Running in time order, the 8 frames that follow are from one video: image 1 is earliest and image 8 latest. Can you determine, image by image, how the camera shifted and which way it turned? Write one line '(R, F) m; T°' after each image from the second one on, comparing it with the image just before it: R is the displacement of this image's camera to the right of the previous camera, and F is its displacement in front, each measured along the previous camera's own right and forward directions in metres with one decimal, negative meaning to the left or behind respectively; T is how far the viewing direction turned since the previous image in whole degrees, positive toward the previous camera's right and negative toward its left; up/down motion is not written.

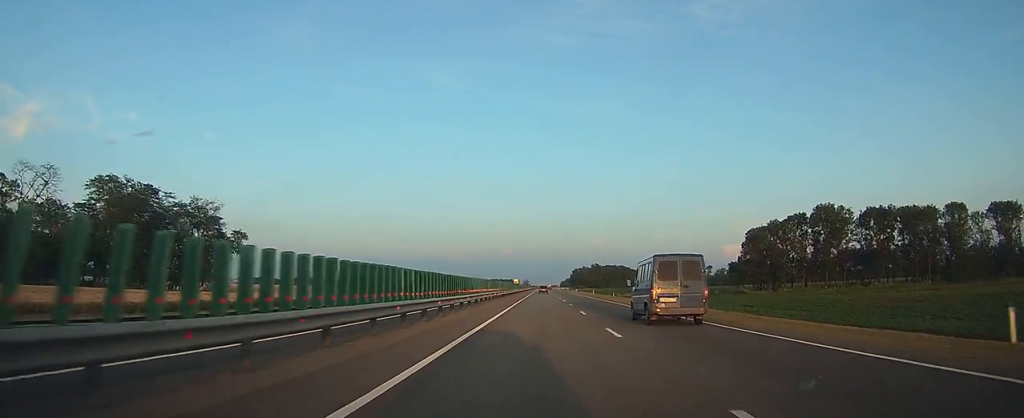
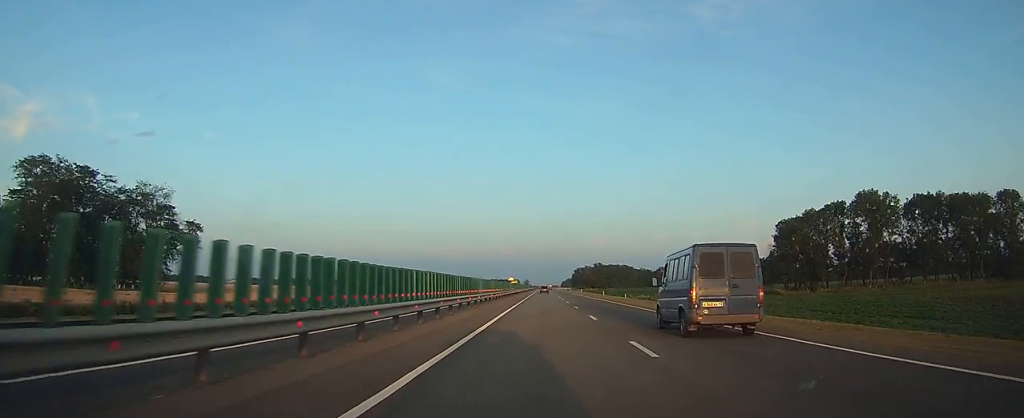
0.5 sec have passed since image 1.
(0.0, +15.9) m; 0°
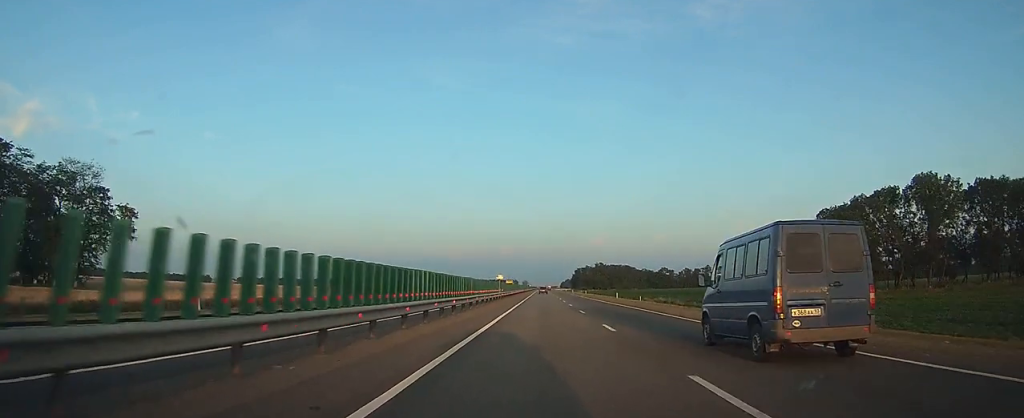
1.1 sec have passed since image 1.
(0.0, +16.9) m; 0°
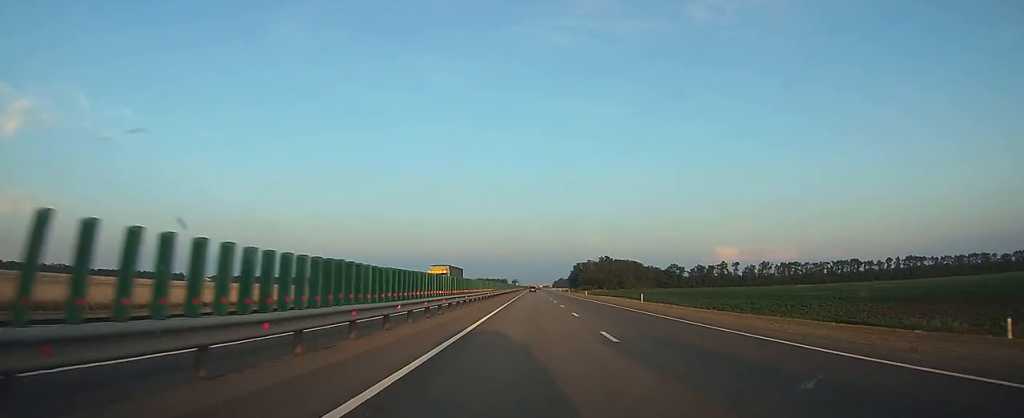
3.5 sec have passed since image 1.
(-0.1, +73.6) m; 0°
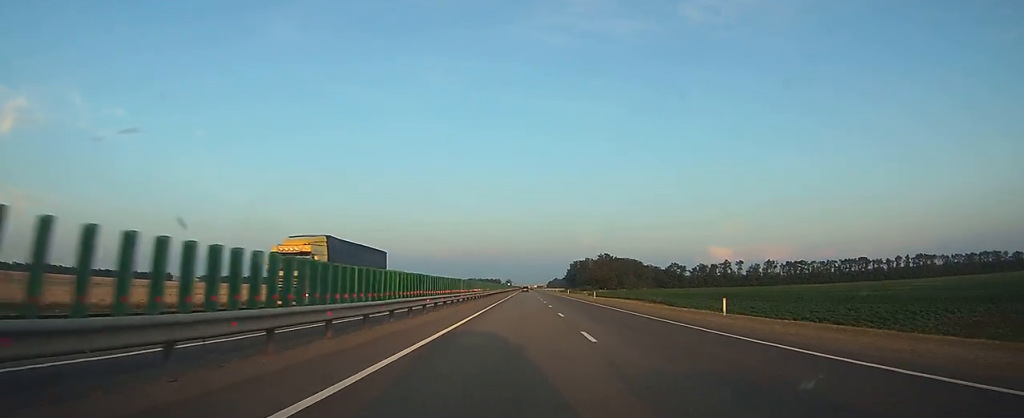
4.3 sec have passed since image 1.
(+0.1, +23.5) m; 0°
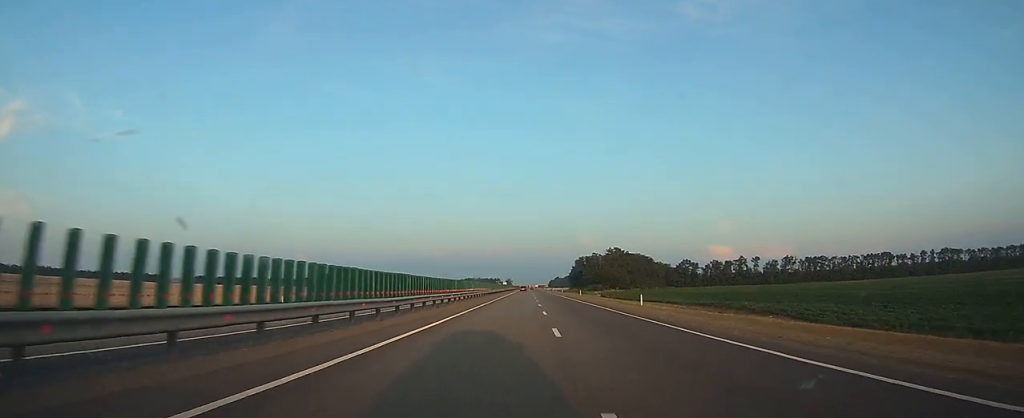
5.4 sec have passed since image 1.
(+0.1, +34.1) m; 0°
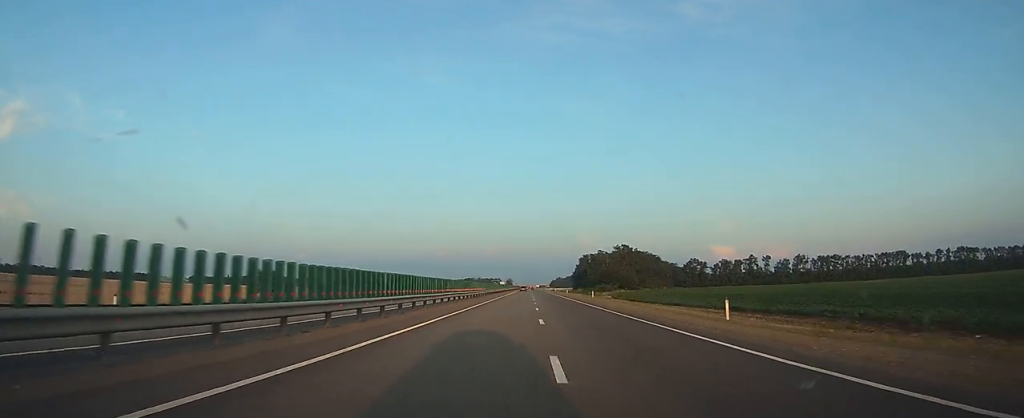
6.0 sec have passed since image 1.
(0.0, +18.8) m; 0°
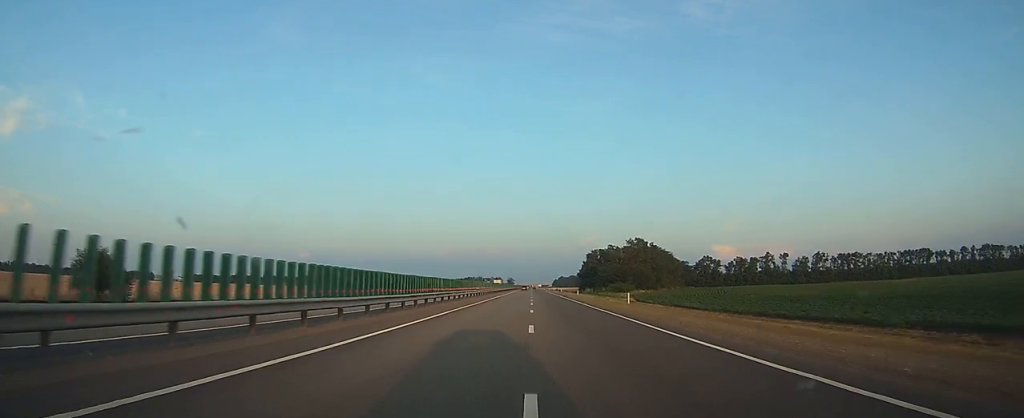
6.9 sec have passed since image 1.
(+0.1, +27.3) m; 0°
